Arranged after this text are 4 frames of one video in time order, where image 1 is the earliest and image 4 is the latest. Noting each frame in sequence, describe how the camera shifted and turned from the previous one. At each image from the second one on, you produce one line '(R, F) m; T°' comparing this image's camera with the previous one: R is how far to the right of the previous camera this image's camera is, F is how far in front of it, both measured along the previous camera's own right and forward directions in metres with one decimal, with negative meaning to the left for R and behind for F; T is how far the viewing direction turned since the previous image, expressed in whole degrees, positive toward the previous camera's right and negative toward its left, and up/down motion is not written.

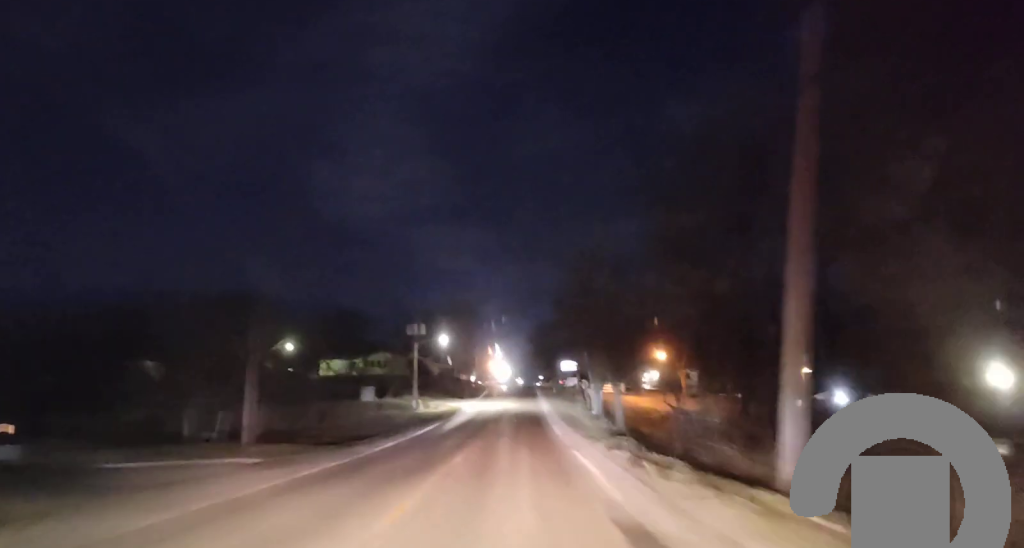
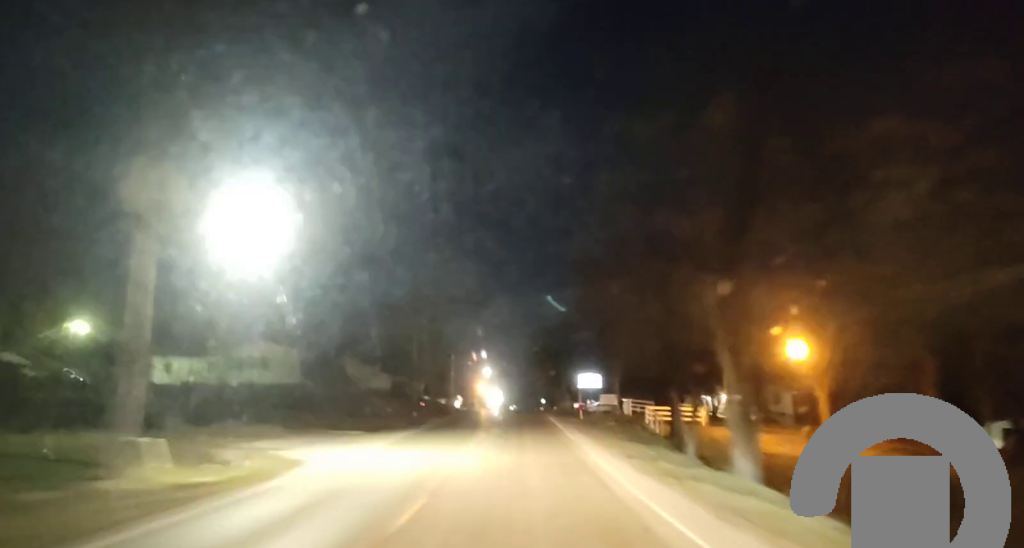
(-0.6, +61.3) m; +1°
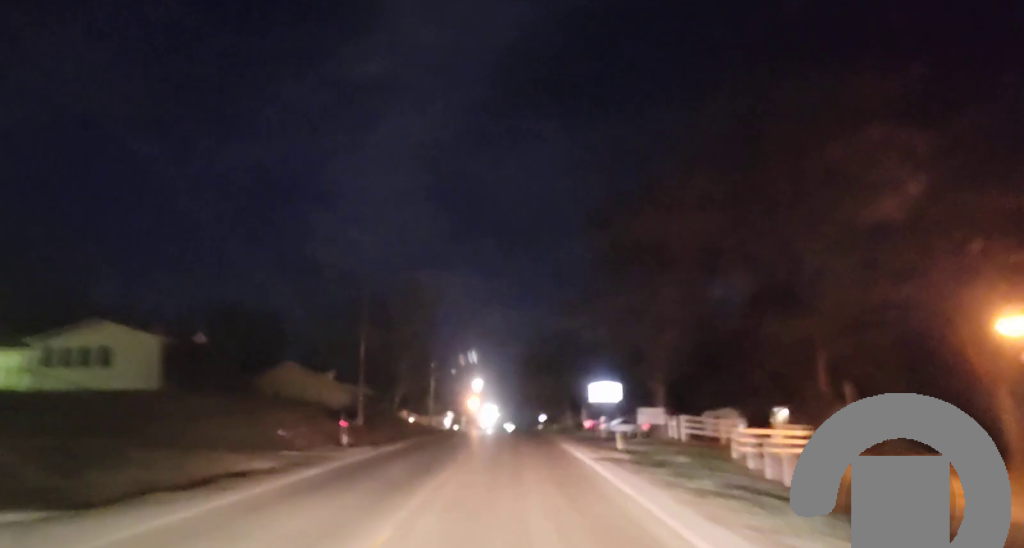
(+0.1, +27.9) m; 0°
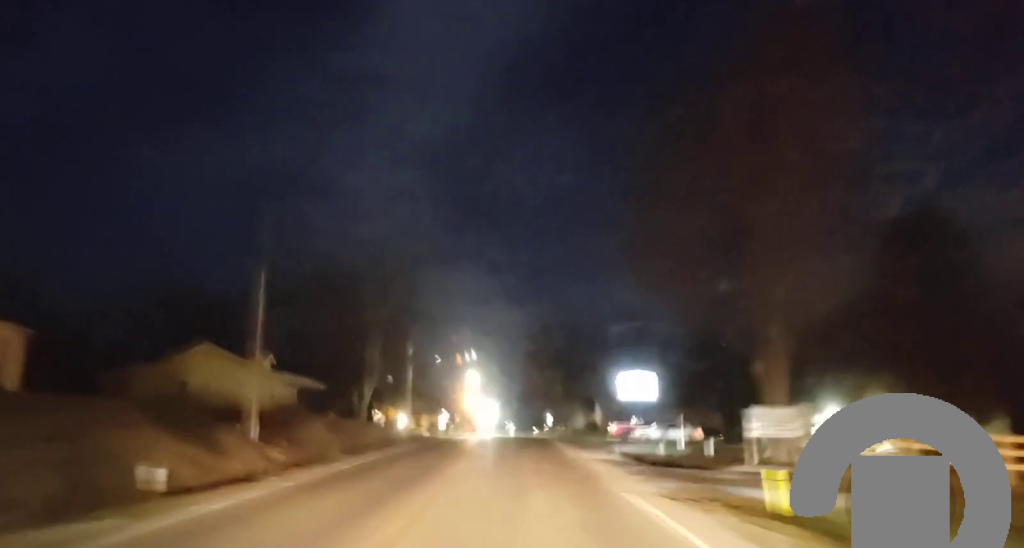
(0.0, +22.9) m; +1°
